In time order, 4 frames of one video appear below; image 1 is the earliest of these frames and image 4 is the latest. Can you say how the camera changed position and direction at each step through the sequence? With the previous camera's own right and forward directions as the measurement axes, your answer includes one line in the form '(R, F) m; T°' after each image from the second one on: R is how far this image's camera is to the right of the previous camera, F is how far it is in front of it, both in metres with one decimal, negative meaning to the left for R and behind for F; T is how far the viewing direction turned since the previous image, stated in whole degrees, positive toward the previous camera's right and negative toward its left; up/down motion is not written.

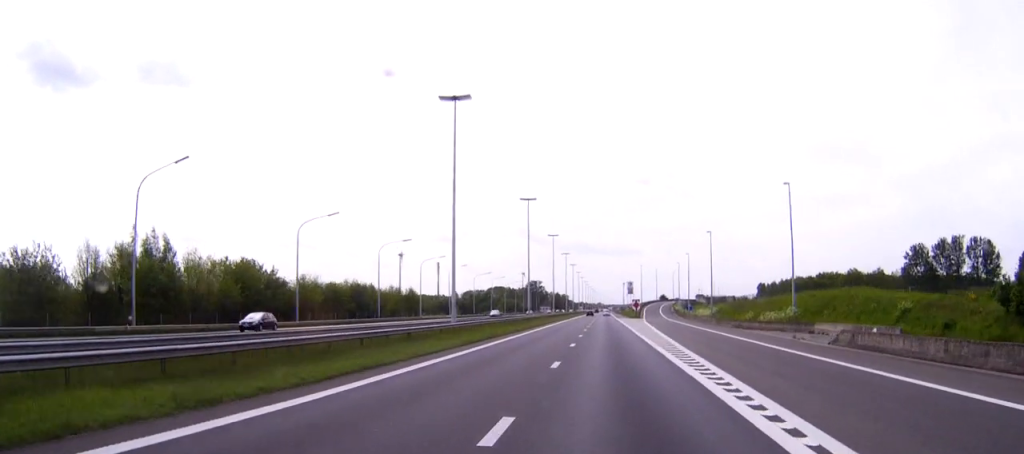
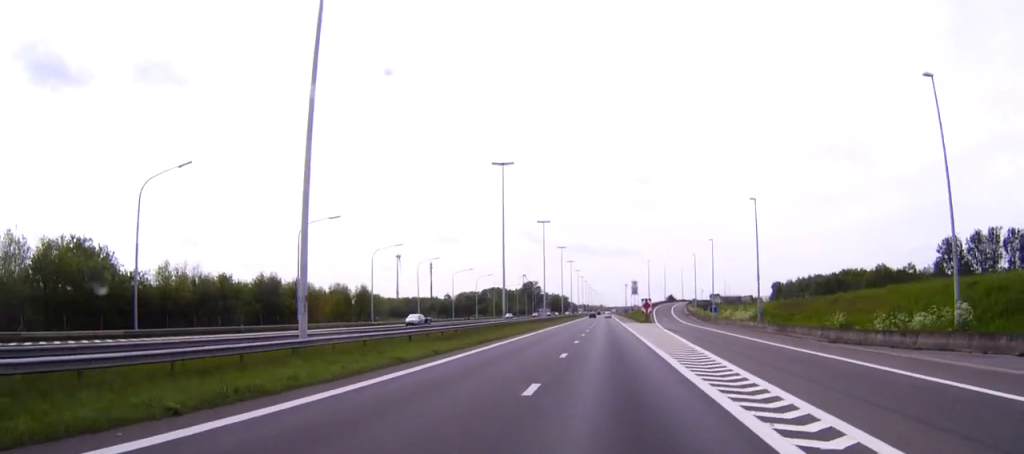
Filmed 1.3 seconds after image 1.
(0.0, +31.3) m; 0°
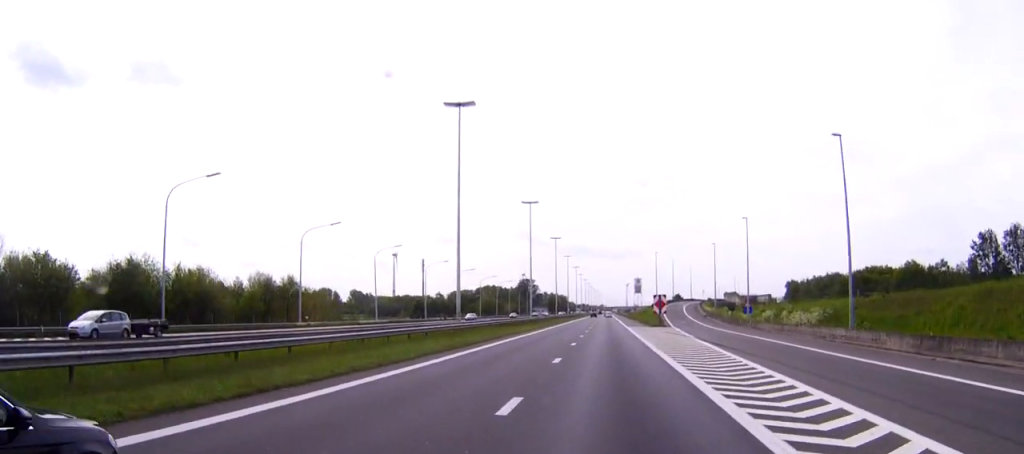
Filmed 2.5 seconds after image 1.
(0.0, +28.2) m; 0°
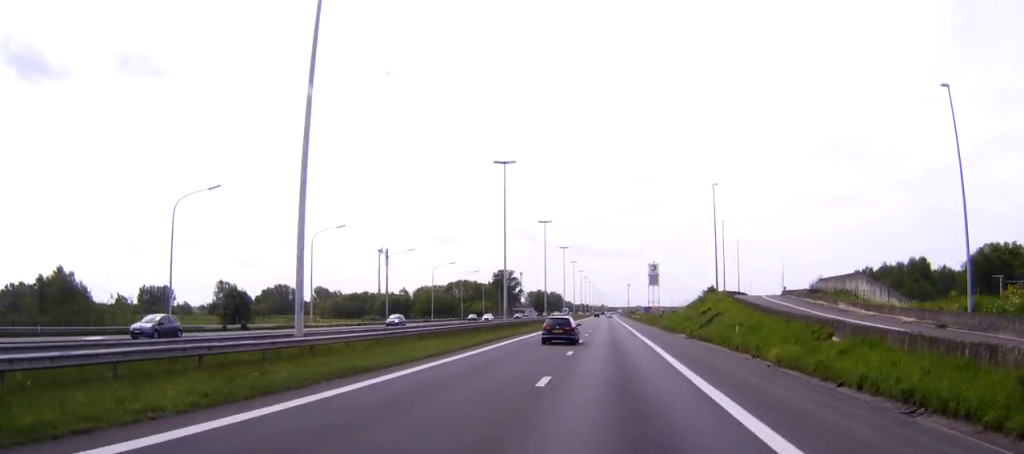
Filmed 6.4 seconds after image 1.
(+0.1, +94.4) m; +1°
